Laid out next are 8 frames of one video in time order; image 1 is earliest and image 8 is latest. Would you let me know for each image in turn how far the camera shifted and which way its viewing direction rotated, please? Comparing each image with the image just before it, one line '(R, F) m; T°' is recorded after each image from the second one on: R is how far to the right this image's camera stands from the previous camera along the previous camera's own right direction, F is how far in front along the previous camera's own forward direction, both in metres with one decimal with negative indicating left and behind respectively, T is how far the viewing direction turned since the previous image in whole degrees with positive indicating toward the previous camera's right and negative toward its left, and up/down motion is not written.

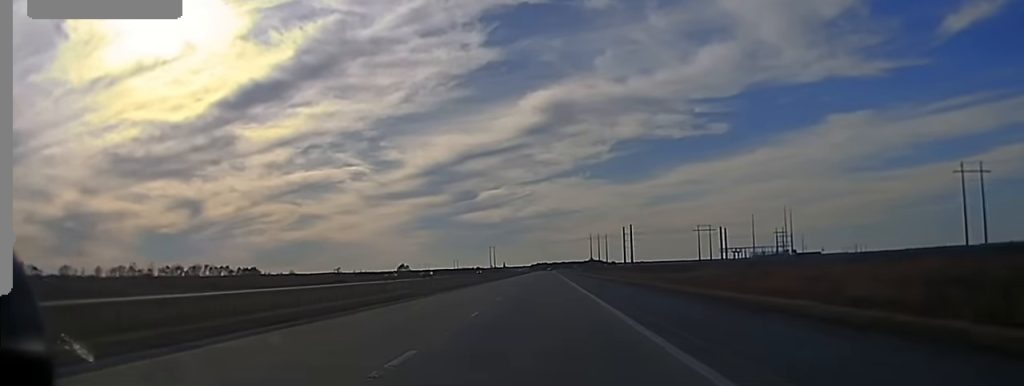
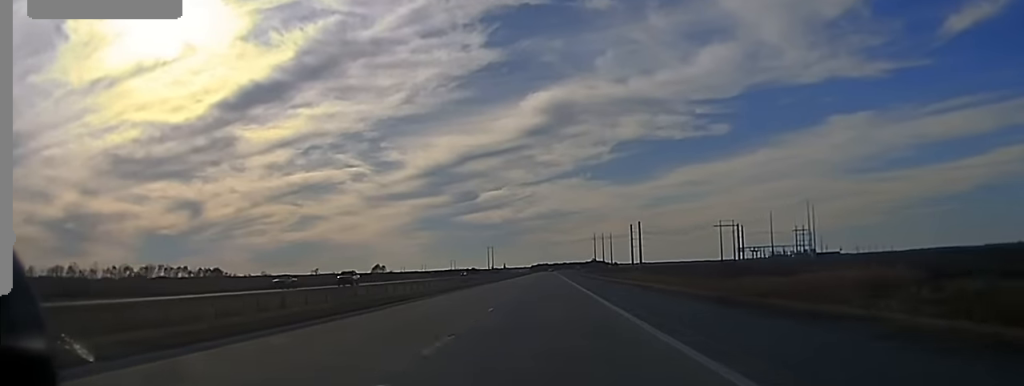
(0.0, +45.0) m; 0°
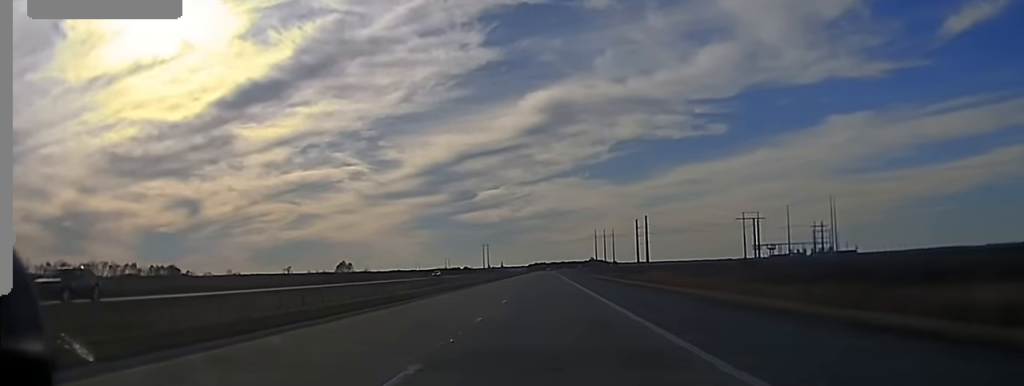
(-0.2, +41.3) m; 0°
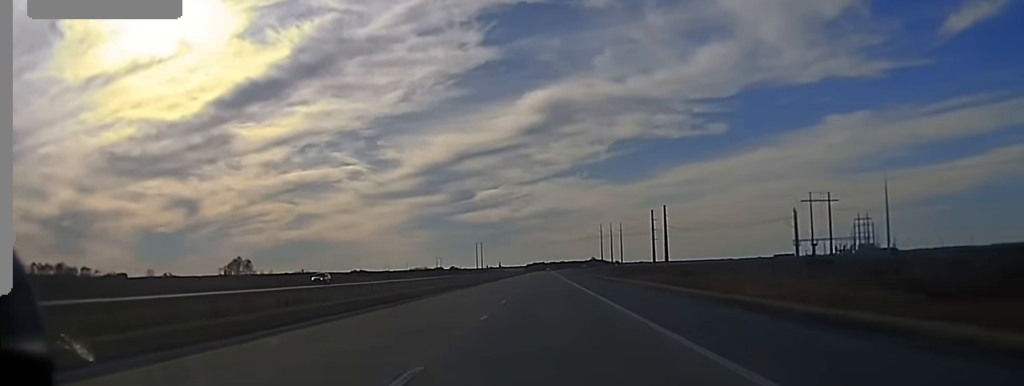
(+0.2, +73.3) m; 0°
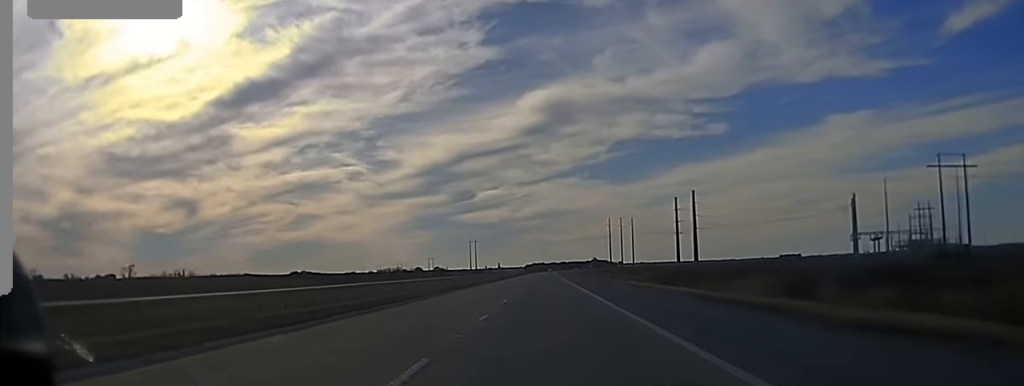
(+0.2, +71.5) m; 0°
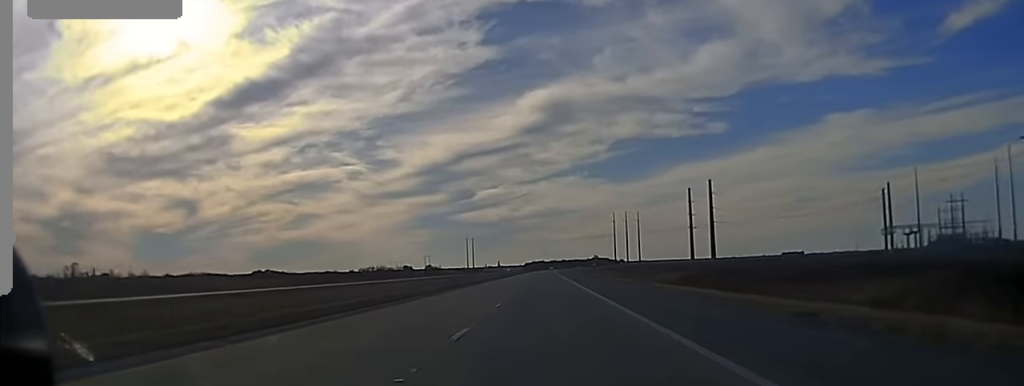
(0.0, +30.2) m; 0°
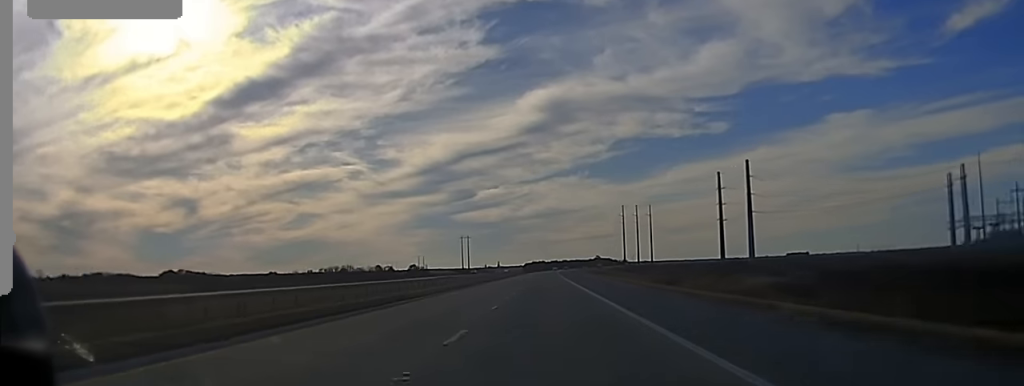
(-0.3, +48.9) m; 0°
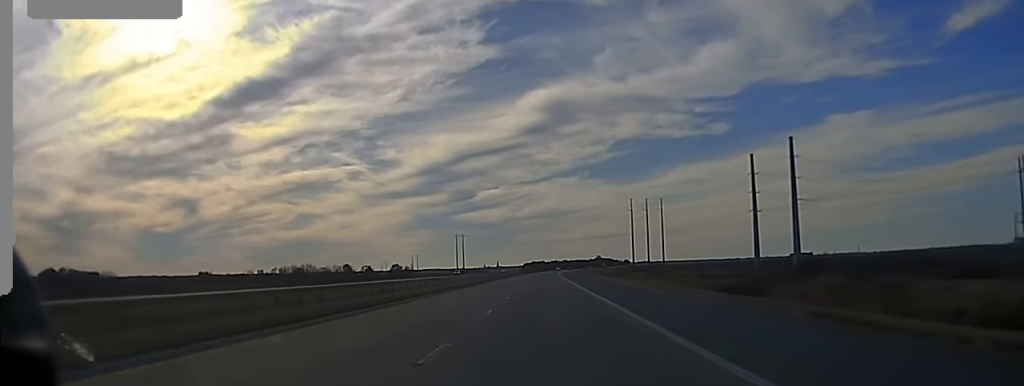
(-0.2, +39.5) m; 0°
